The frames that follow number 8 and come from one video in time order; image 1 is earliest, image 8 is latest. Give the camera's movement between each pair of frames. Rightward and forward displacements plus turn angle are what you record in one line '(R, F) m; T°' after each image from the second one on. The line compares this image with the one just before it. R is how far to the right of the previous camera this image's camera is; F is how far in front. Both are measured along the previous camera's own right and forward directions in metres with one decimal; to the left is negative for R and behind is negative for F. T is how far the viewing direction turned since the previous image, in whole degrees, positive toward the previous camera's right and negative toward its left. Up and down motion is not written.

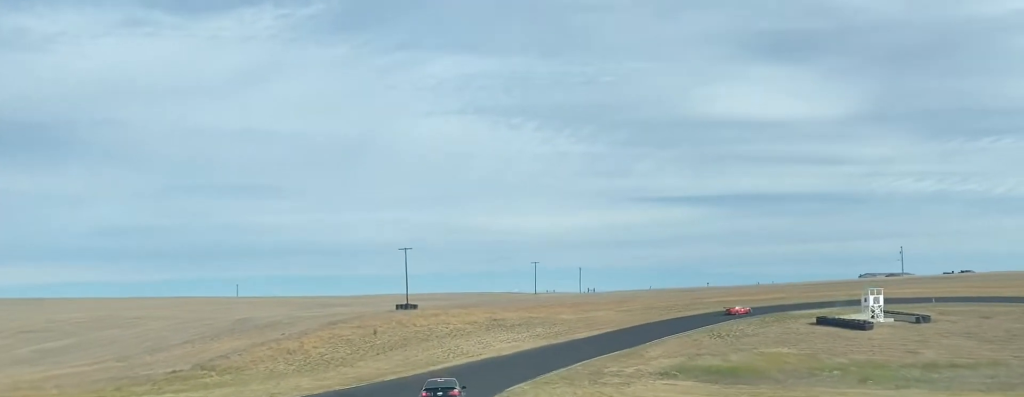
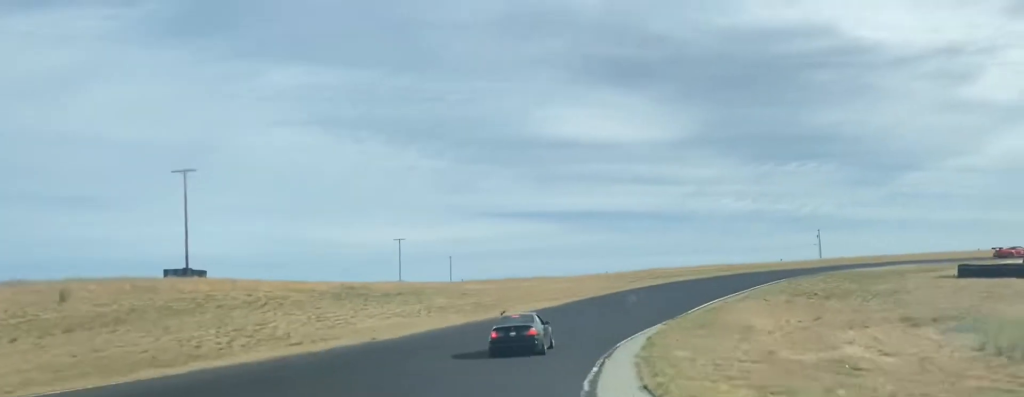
(+7.5, +52.3) m; +18°
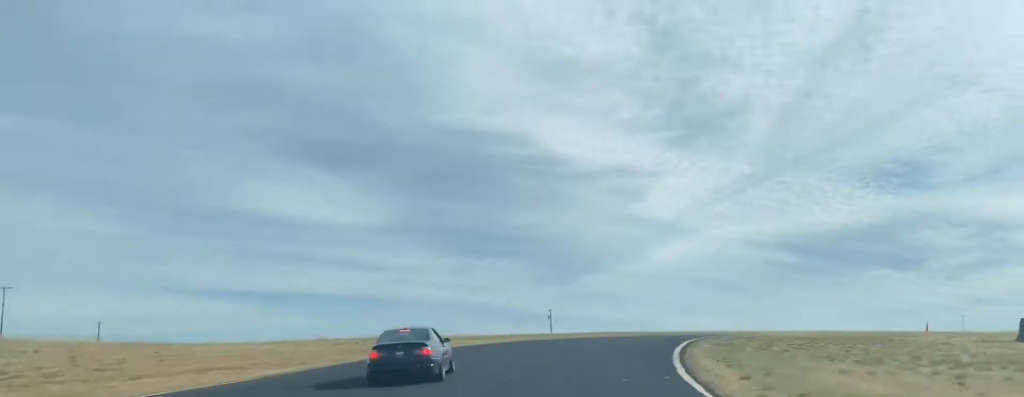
(+4.9, +35.2) m; +23°
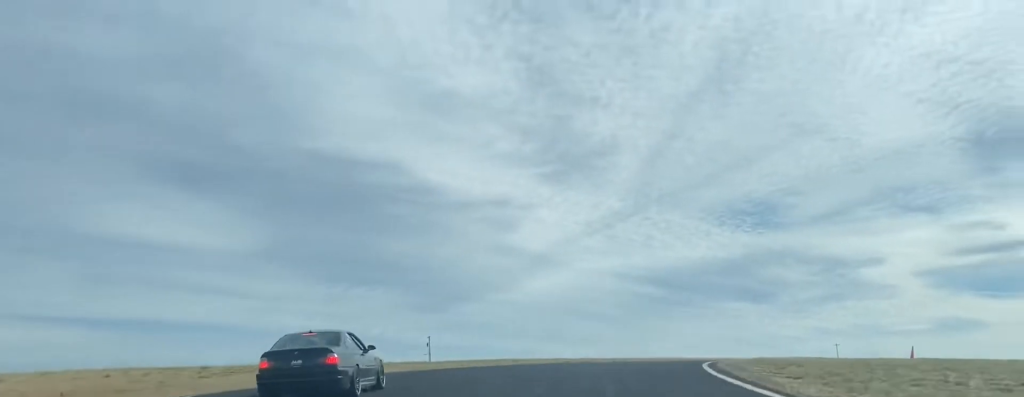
(+3.5, +16.3) m; +18°
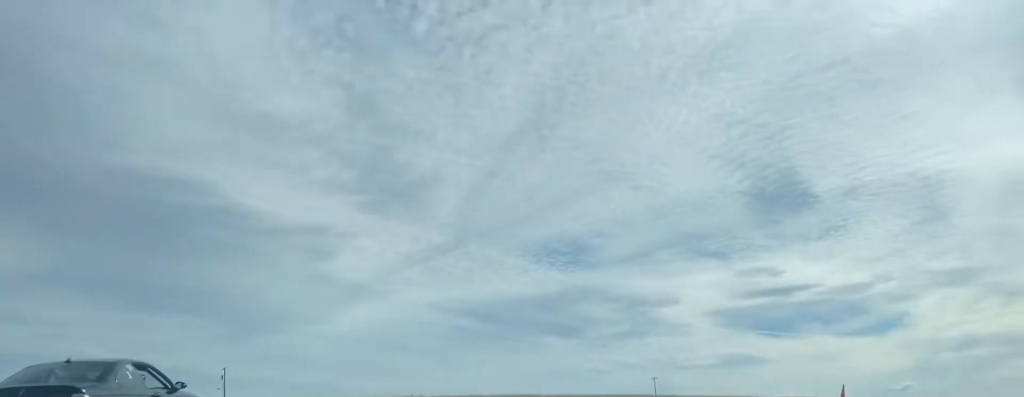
(+2.4, +15.0) m; +16°
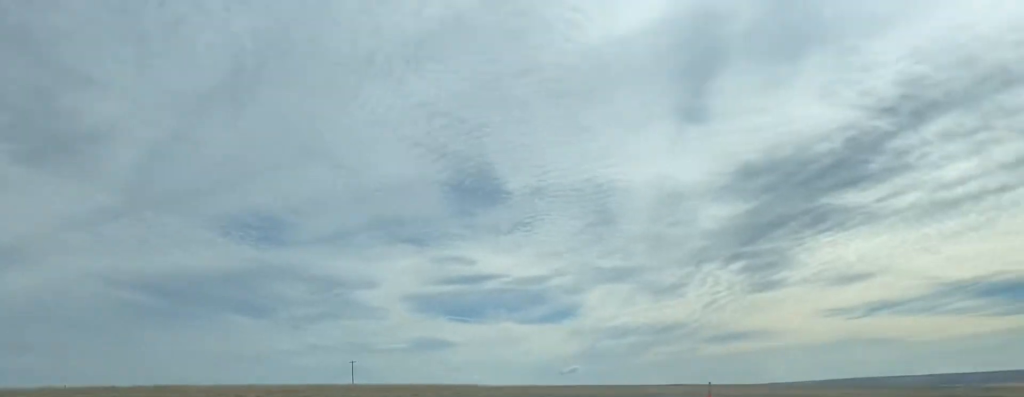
(+3.9, +20.3) m; +21°
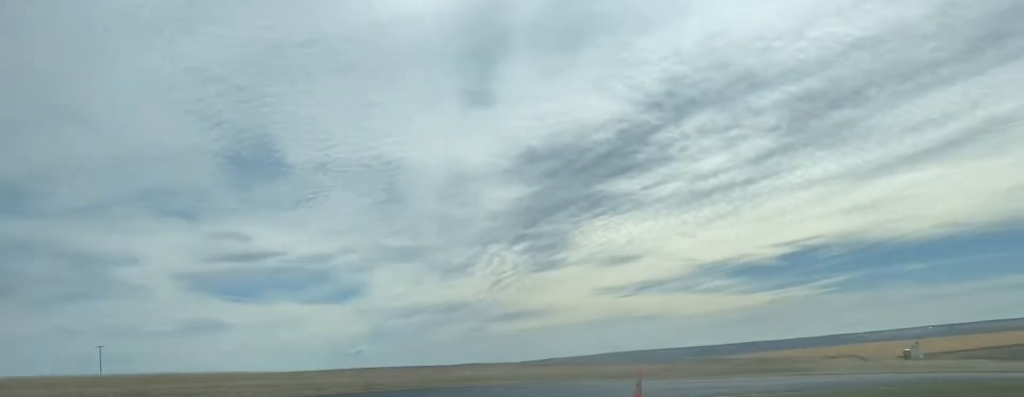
(+1.6, +13.2) m; +12°
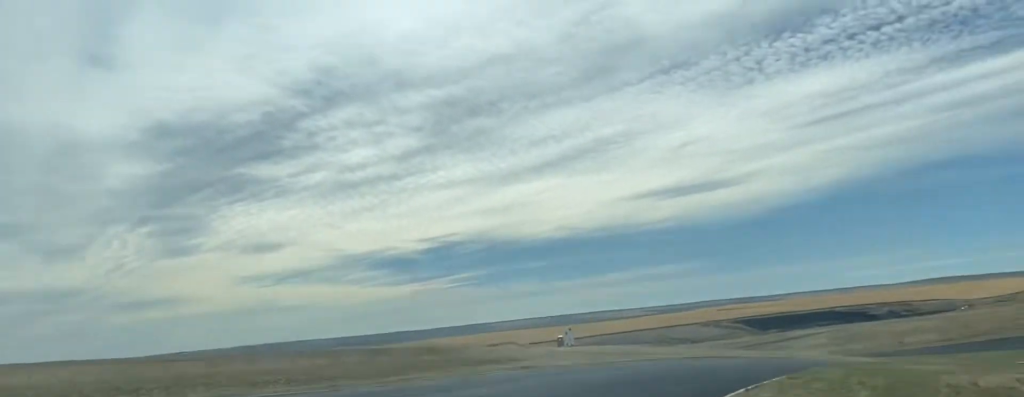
(+3.6, +21.0) m; +17°
